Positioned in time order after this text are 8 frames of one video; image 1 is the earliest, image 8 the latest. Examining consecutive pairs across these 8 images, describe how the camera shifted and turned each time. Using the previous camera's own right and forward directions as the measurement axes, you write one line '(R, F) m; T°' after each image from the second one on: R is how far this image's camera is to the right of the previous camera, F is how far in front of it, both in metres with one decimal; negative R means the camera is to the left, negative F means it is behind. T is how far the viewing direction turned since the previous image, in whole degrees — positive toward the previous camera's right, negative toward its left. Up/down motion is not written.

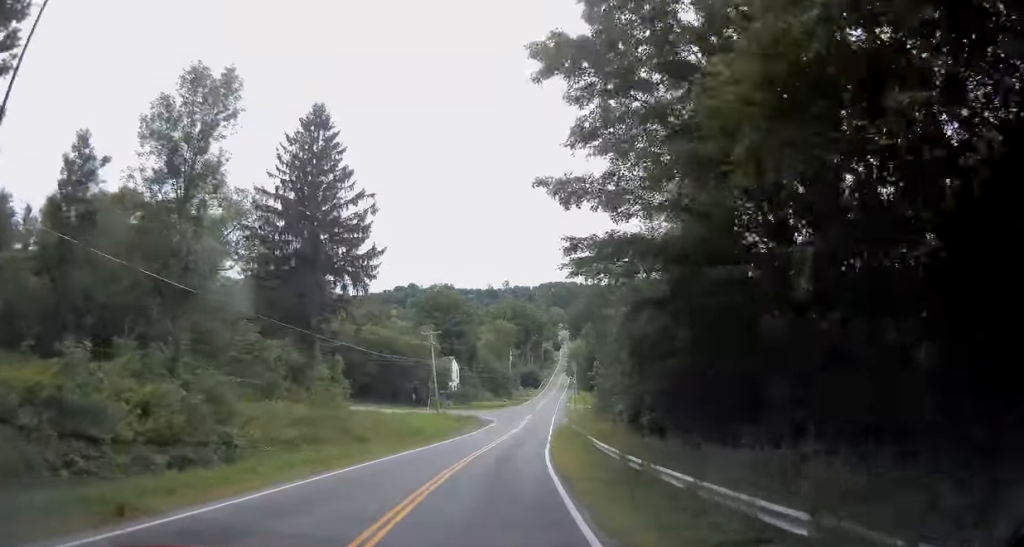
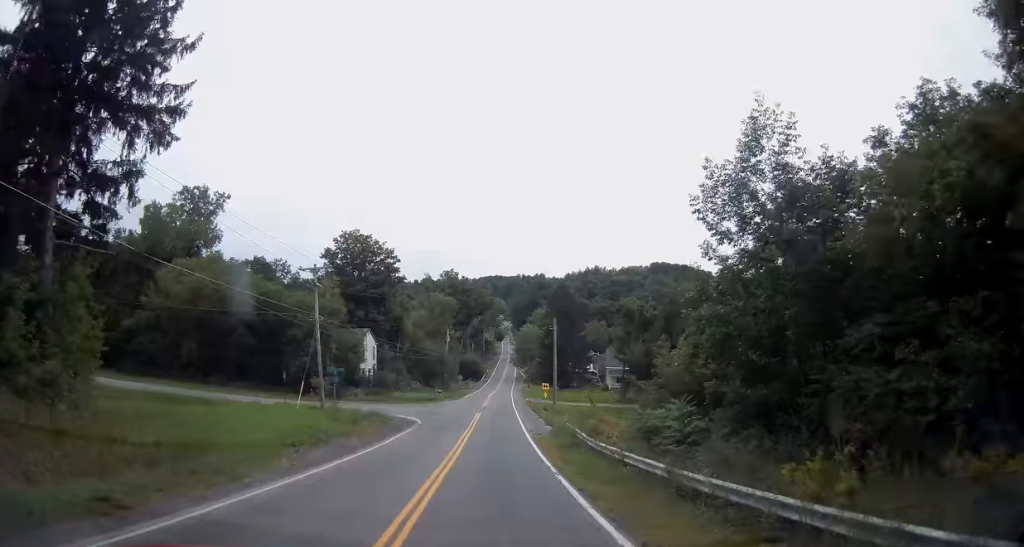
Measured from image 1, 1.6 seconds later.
(+1.7, +30.6) m; +6°
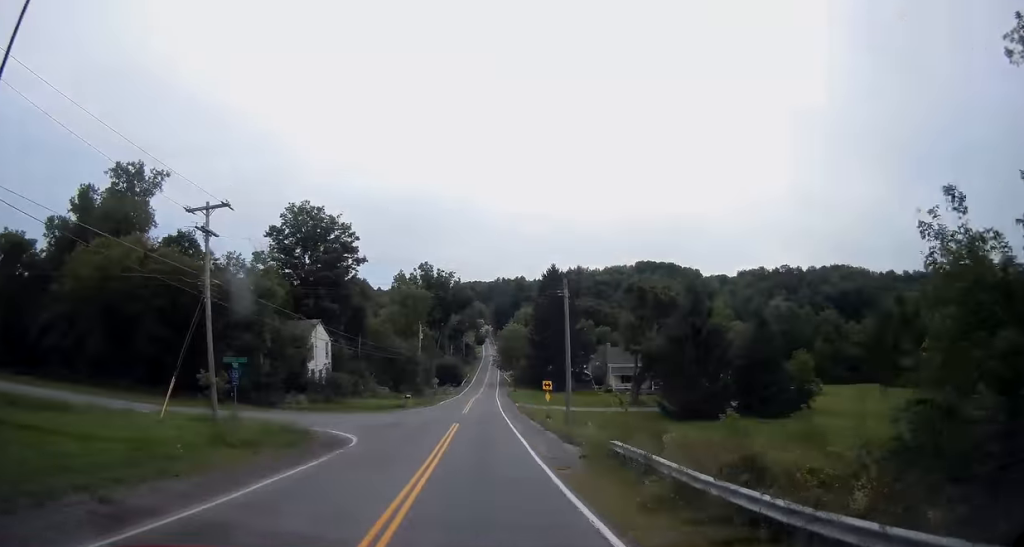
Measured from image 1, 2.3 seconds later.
(+0.4, +15.6) m; +2°
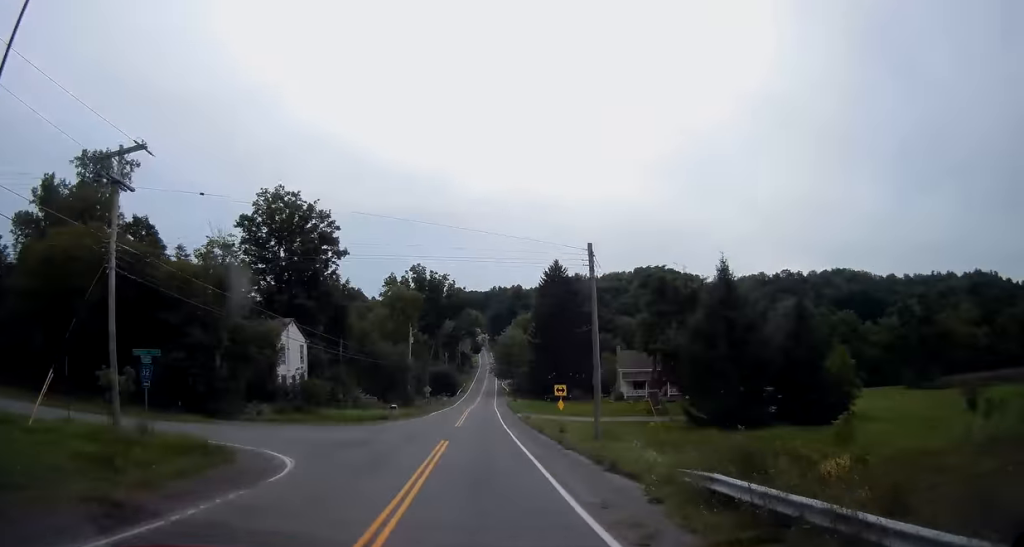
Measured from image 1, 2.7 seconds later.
(0.0, +8.3) m; 0°
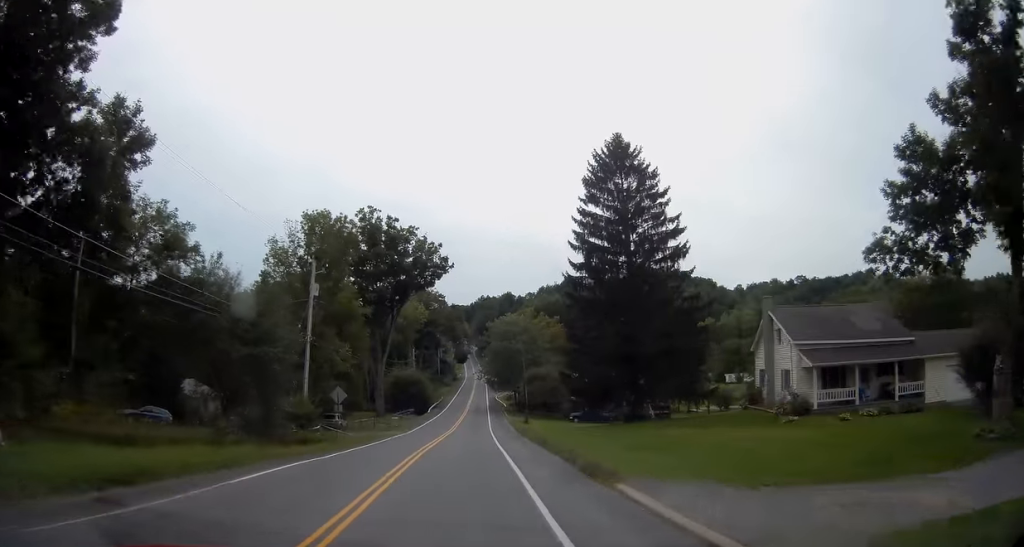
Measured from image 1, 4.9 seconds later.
(+0.7, +46.0) m; +1°
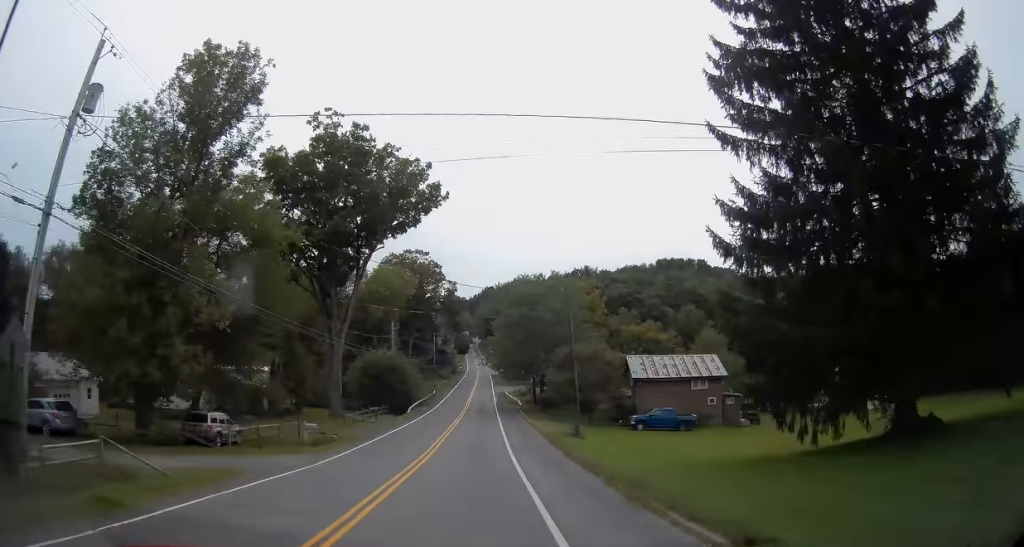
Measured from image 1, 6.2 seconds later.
(+0.2, +27.5) m; 0°
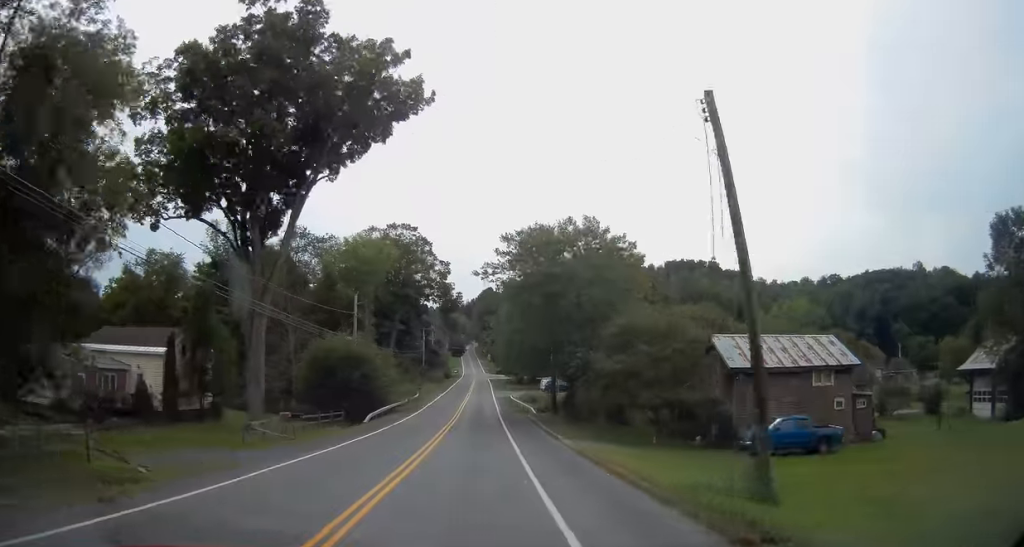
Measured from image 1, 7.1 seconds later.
(-0.2, +20.2) m; 0°
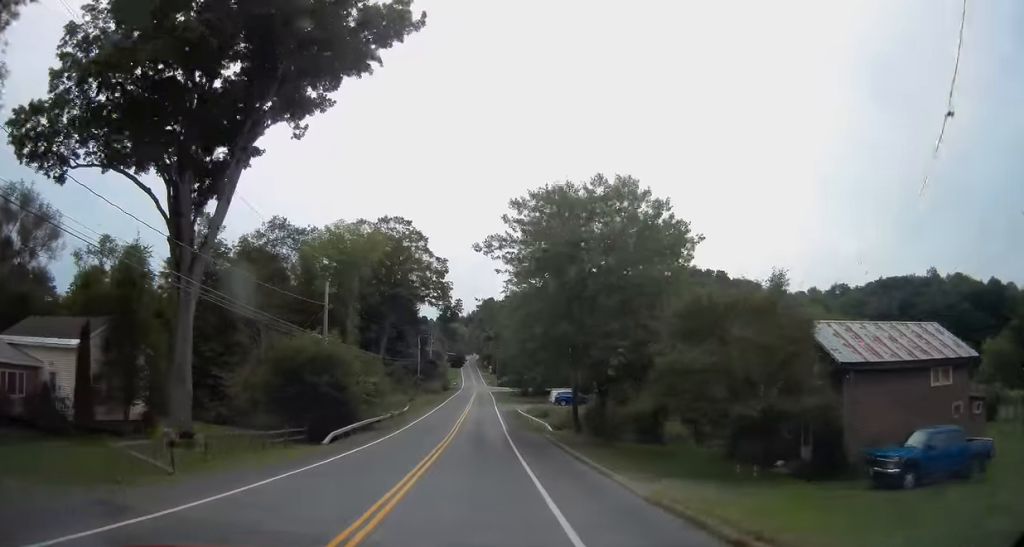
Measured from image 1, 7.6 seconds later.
(0.0, +10.1) m; 0°
